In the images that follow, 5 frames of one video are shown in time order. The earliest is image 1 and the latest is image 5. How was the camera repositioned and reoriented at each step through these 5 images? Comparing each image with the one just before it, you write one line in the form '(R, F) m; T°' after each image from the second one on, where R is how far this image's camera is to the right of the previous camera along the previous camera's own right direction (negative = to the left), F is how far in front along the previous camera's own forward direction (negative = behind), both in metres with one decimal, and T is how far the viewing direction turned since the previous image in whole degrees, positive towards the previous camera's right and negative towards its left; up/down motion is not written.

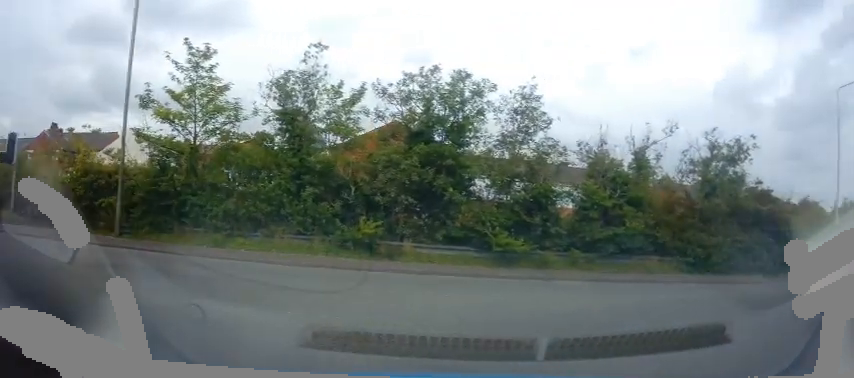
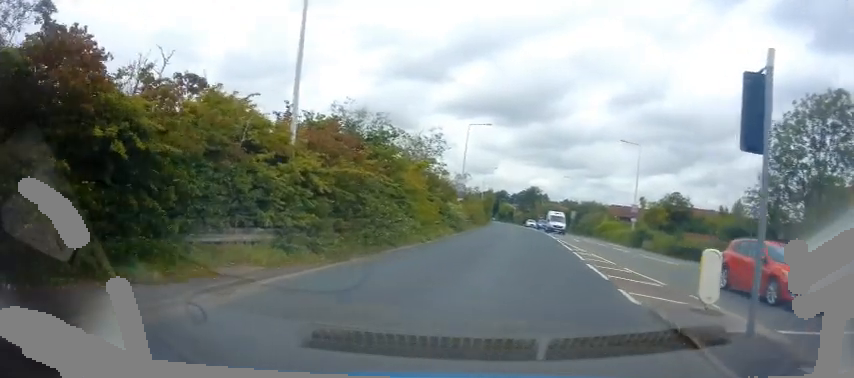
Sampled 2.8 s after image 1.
(+9.8, +11.9) m; +54°
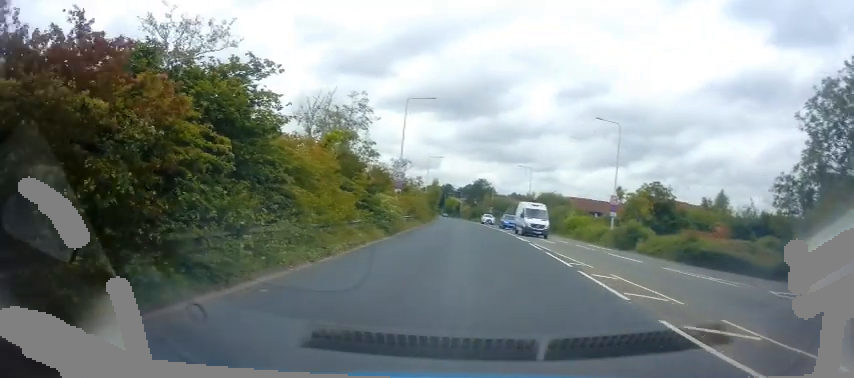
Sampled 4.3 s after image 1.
(+0.4, +9.1) m; +4°
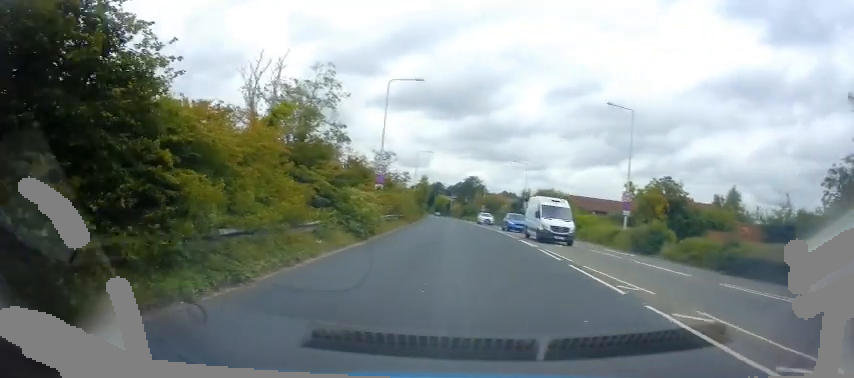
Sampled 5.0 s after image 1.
(+0.1, +5.3) m; +1°
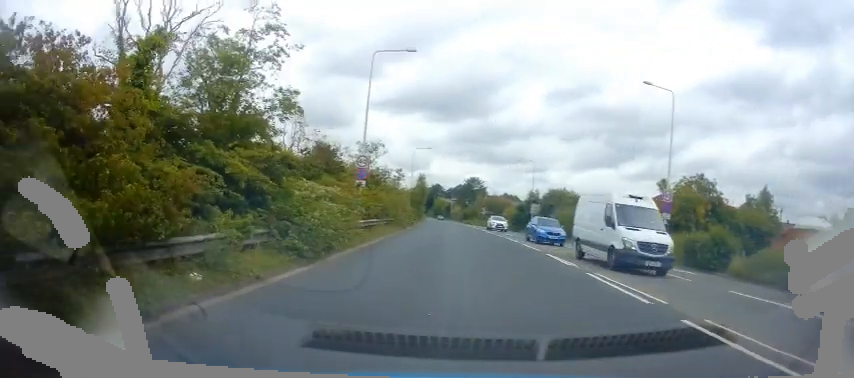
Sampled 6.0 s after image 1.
(0.0, +6.8) m; -2°
